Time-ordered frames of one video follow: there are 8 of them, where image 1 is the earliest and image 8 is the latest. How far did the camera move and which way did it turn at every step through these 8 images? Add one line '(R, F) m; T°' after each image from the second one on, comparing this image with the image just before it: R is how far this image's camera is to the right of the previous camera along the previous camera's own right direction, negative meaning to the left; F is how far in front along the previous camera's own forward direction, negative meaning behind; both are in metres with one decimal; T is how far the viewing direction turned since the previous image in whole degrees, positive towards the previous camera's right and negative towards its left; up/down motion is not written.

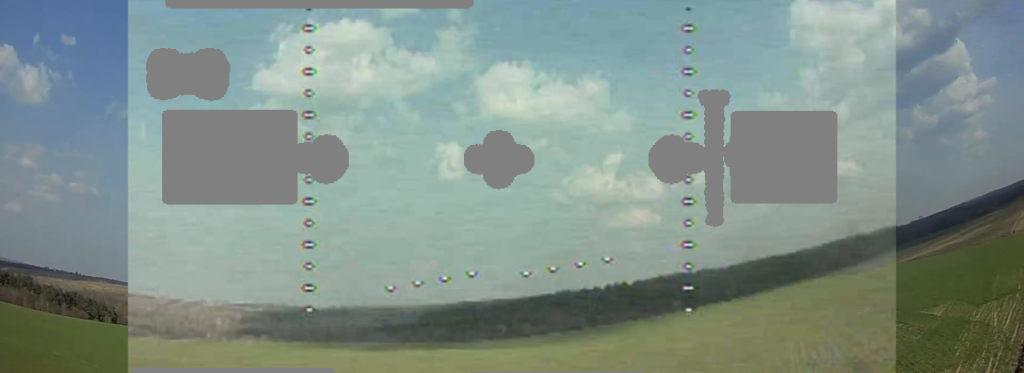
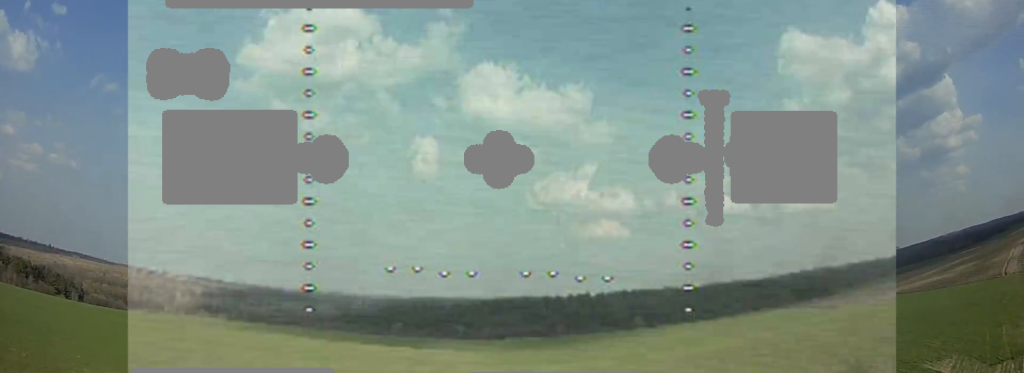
(0.0, +4.1) m; -1°
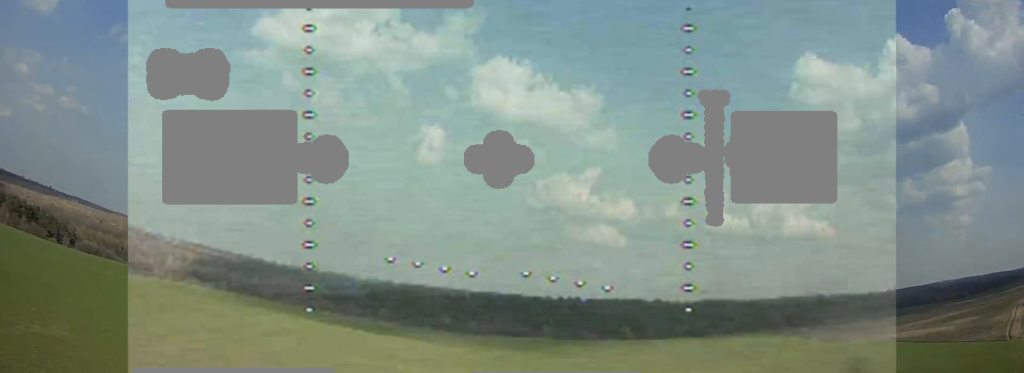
(0.0, +3.9) m; -3°
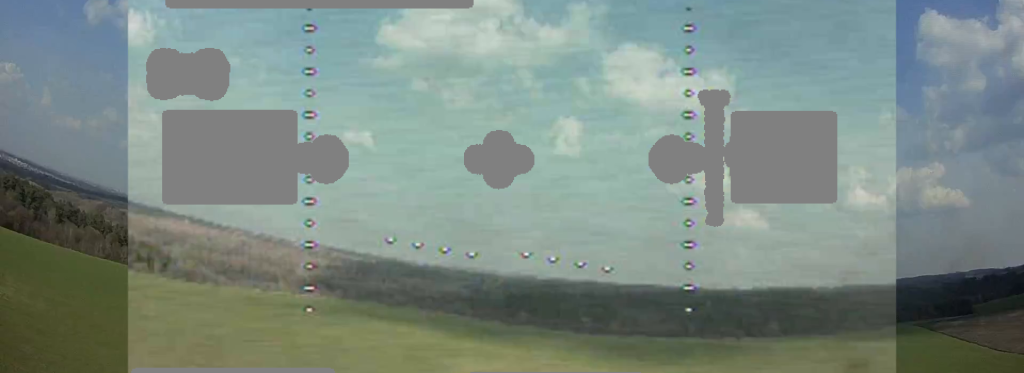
(-4.1, +25.4) m; -25°
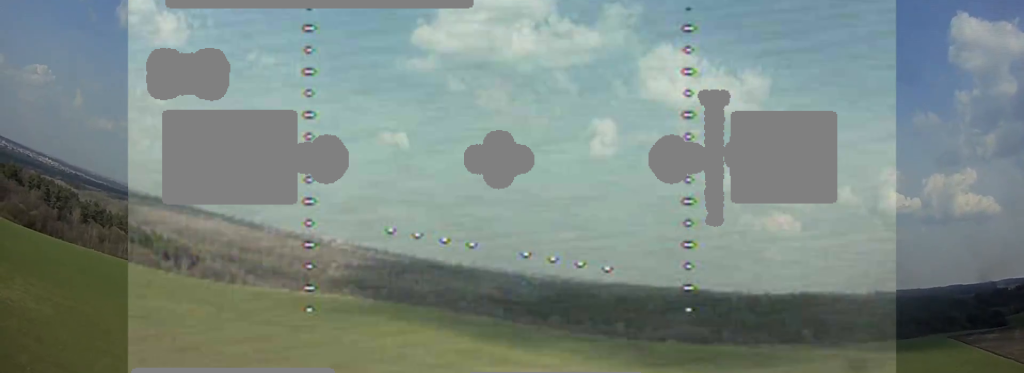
(-0.7, +5.3) m; -9°
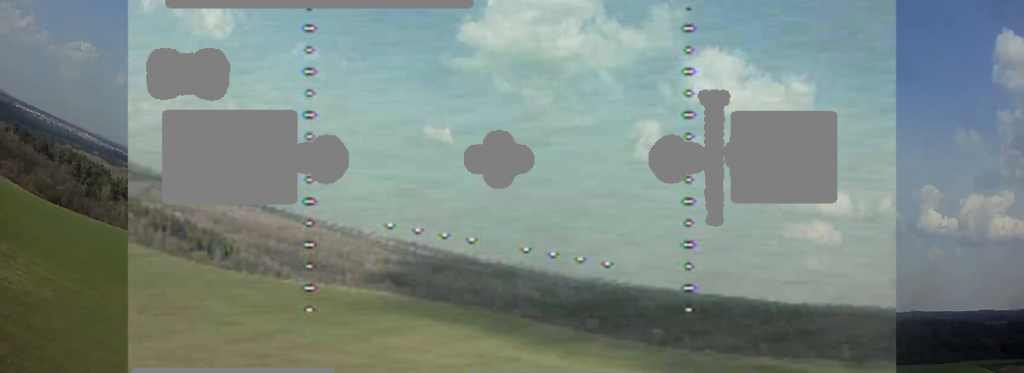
(-0.7, +7.6) m; -6°
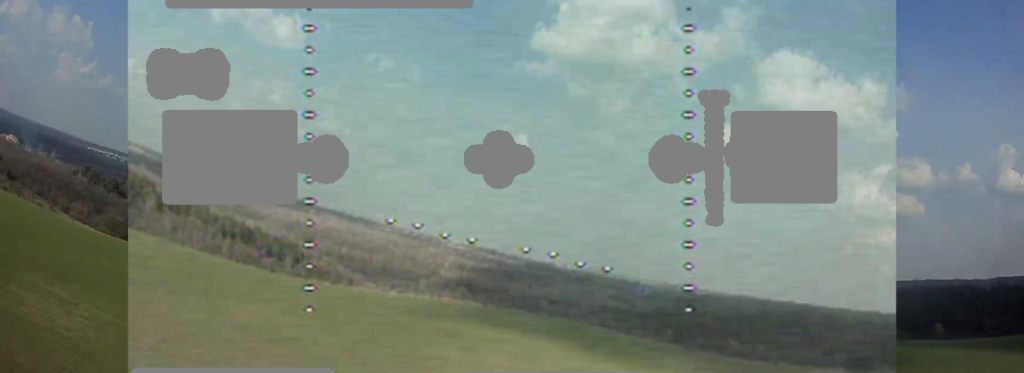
(-0.1, +6.6) m; -3°
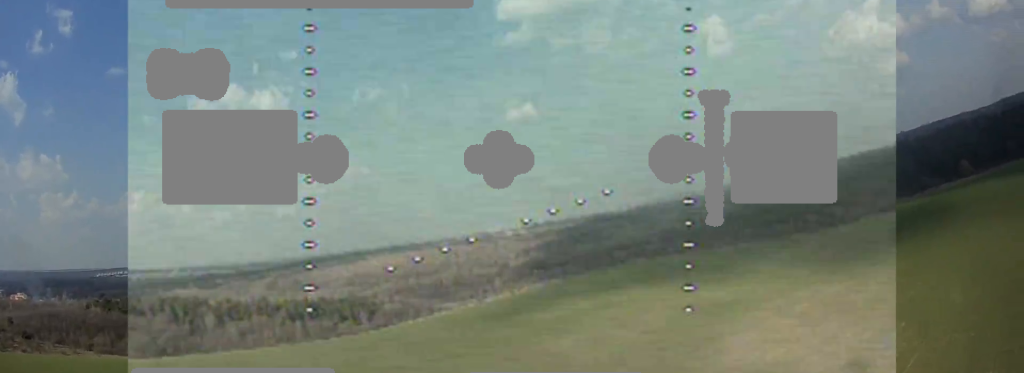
(-0.4, +9.4) m; -5°
